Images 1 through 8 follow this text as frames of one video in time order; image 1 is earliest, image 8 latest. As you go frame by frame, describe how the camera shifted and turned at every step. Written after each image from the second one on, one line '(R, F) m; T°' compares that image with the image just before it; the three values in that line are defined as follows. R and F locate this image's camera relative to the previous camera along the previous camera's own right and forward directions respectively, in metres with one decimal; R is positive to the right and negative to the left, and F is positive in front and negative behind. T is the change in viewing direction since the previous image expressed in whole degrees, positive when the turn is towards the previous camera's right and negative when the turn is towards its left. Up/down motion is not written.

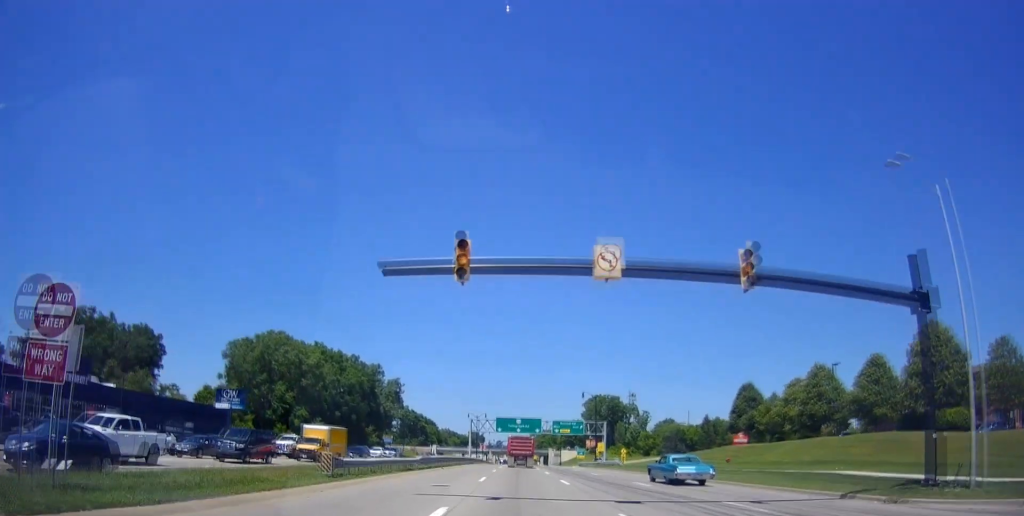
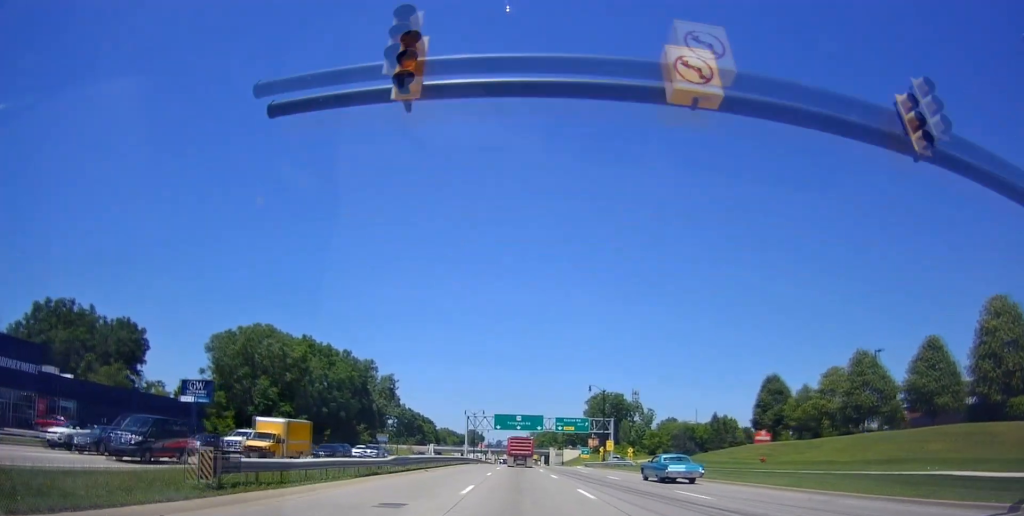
(+0.3, +8.0) m; +1°
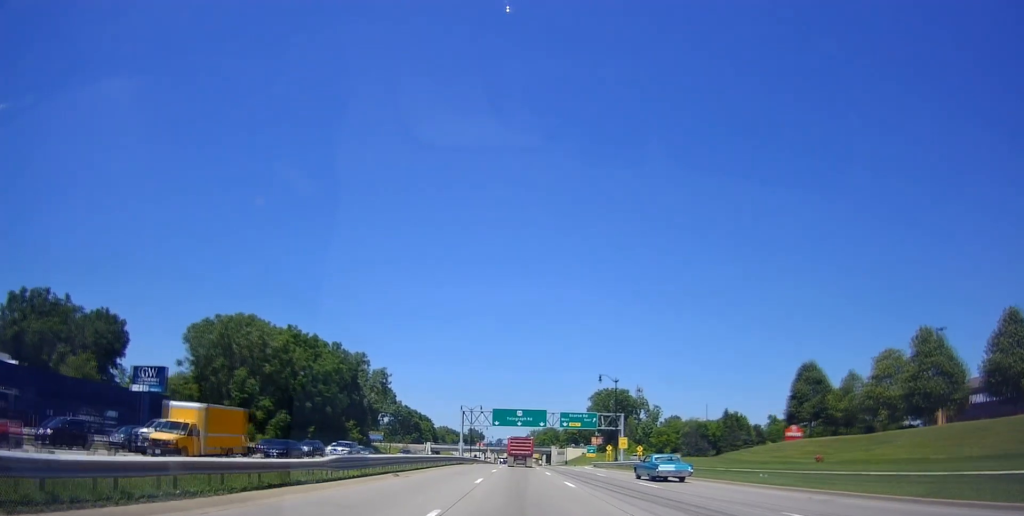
(+0.1, +9.3) m; +1°
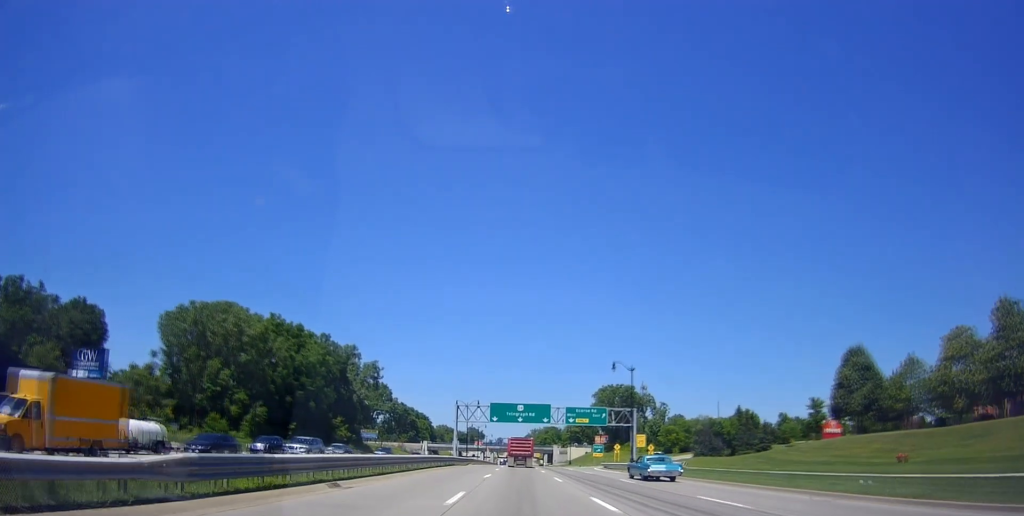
(0.0, +9.5) m; -1°
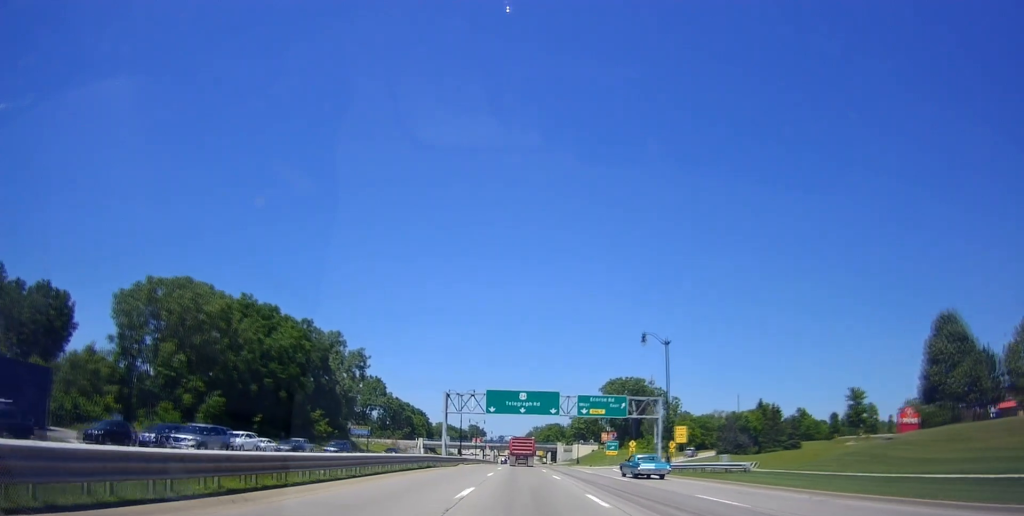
(-0.2, +13.6) m; 0°
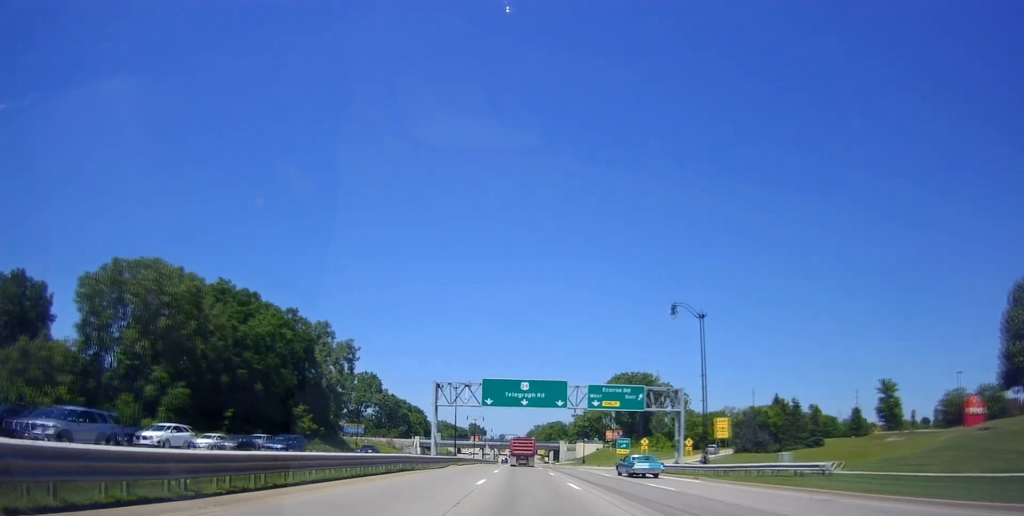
(-0.2, +8.9) m; 0°
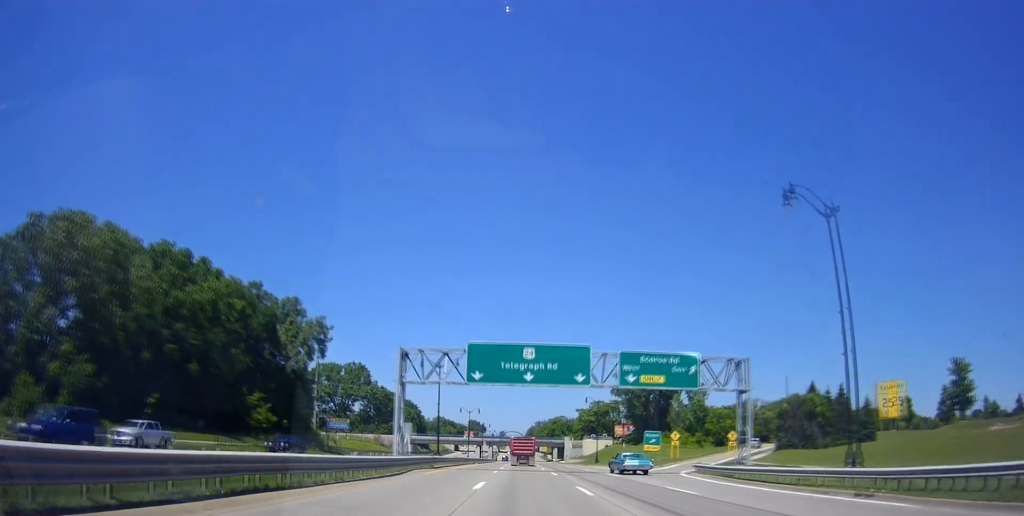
(+0.4, +17.7) m; +1°
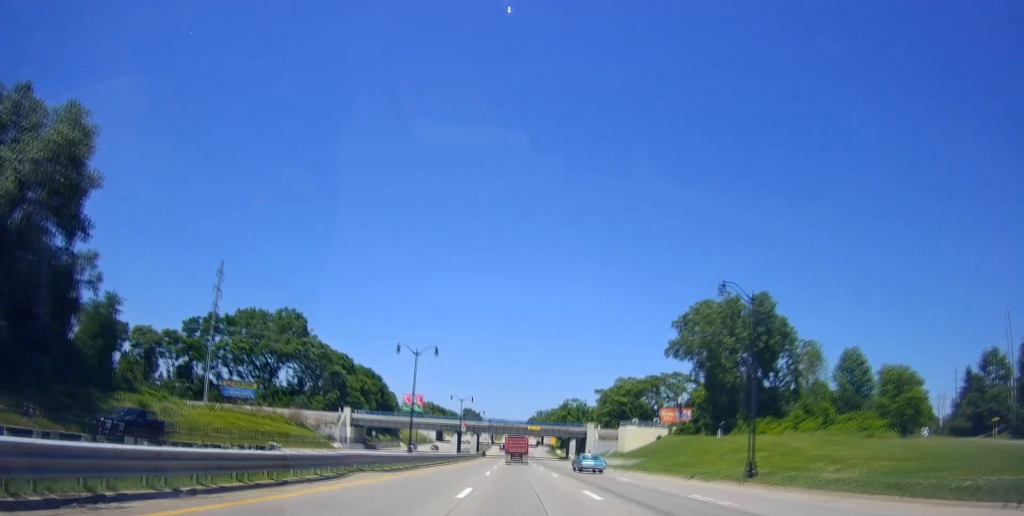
(-1.6, +64.6) m; -2°
